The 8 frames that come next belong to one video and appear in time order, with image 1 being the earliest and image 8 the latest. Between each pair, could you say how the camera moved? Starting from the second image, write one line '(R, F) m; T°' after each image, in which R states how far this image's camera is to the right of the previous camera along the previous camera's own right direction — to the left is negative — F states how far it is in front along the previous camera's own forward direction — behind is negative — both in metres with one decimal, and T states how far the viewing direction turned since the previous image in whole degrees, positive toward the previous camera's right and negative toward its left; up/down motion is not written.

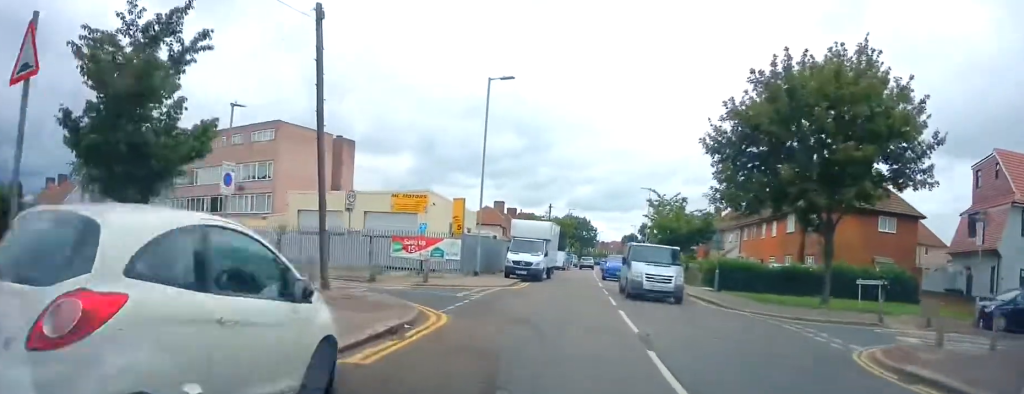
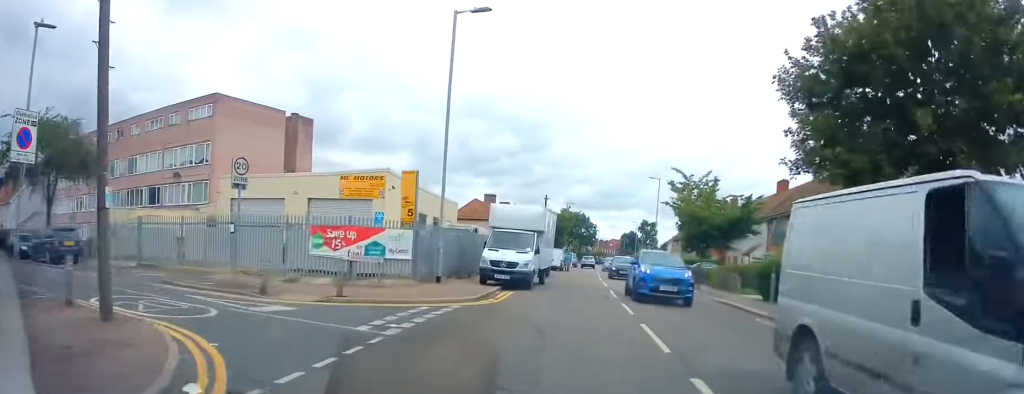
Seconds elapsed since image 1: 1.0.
(+0.2, +8.4) m; +1°
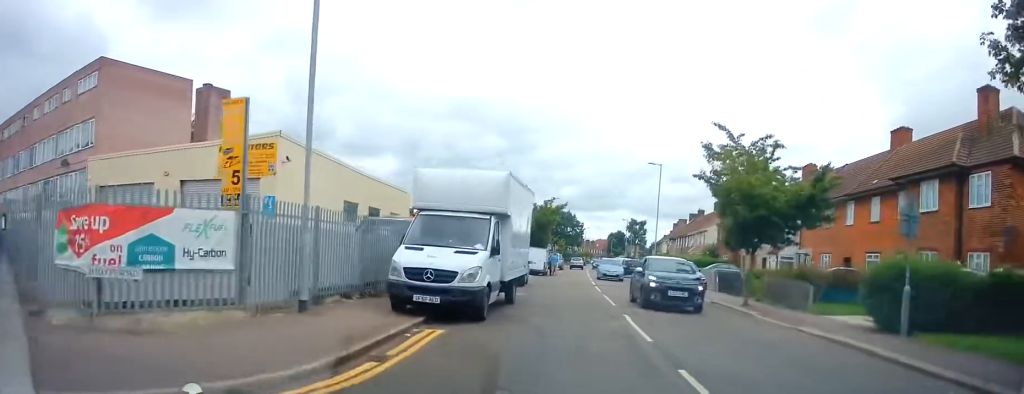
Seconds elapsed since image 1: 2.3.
(-0.1, +10.0) m; 0°
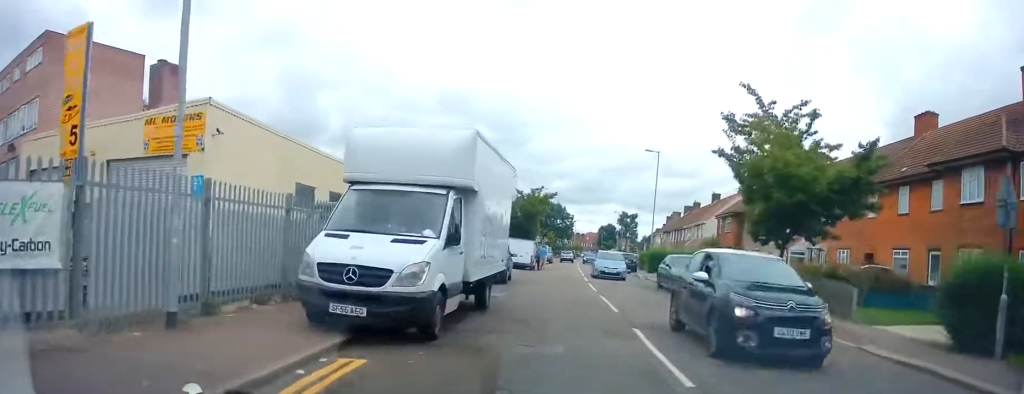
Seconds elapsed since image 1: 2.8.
(0.0, +3.6) m; 0°
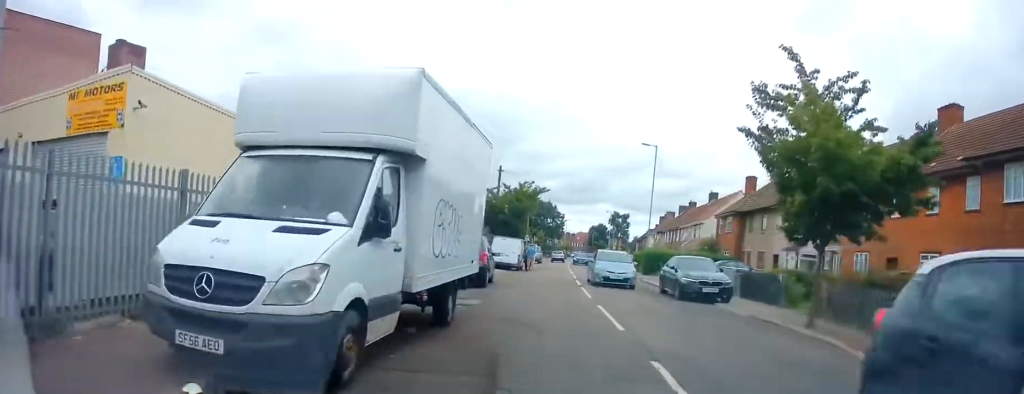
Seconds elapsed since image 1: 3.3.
(+0.1, +3.1) m; 0°
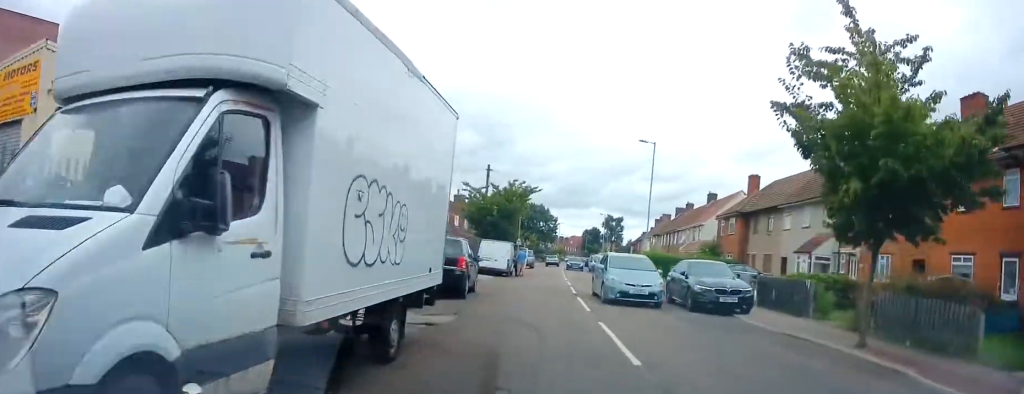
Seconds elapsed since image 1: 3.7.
(0.0, +2.8) m; +1°
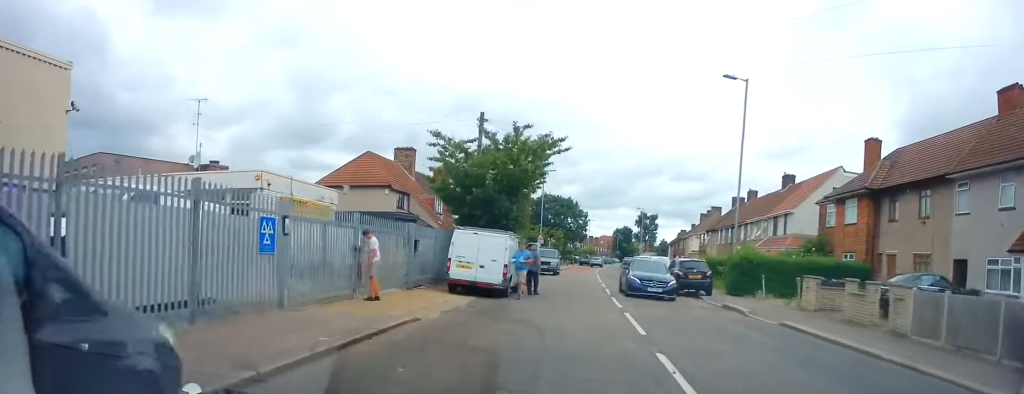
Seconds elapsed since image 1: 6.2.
(+0.1, +16.2) m; -1°
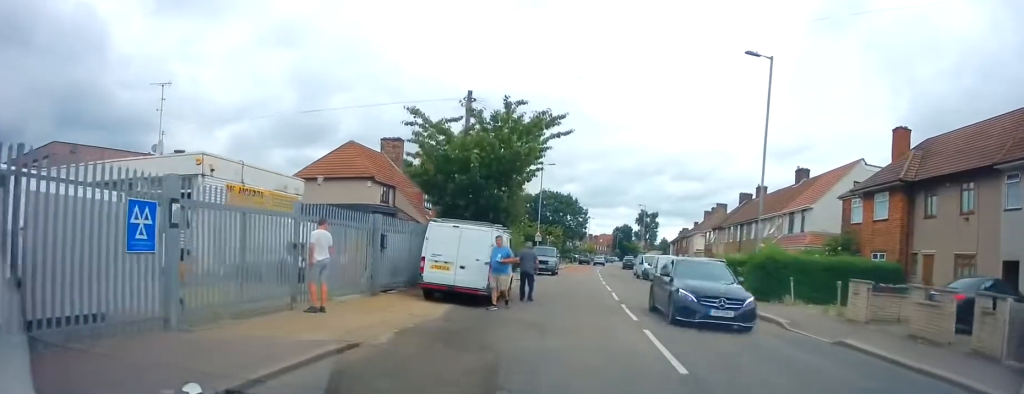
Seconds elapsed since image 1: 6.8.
(0.0, +3.4) m; 0°
